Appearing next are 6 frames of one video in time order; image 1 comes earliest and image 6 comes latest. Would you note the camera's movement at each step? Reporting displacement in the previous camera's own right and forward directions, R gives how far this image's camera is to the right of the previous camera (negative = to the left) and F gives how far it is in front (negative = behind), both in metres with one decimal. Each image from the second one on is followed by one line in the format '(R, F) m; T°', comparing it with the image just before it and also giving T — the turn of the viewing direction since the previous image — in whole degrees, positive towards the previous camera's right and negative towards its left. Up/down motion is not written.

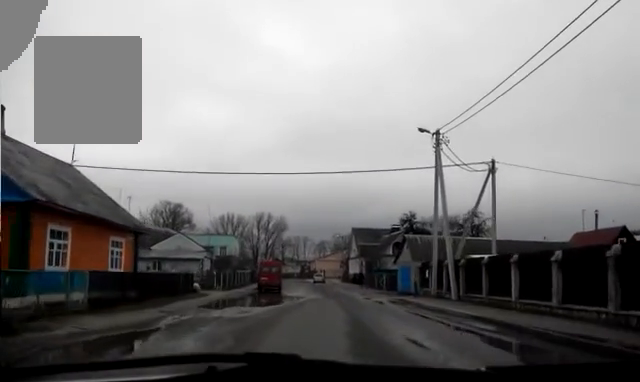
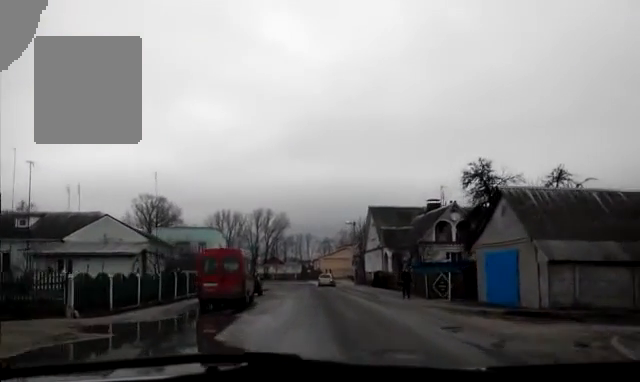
(+0.1, +21.2) m; +1°
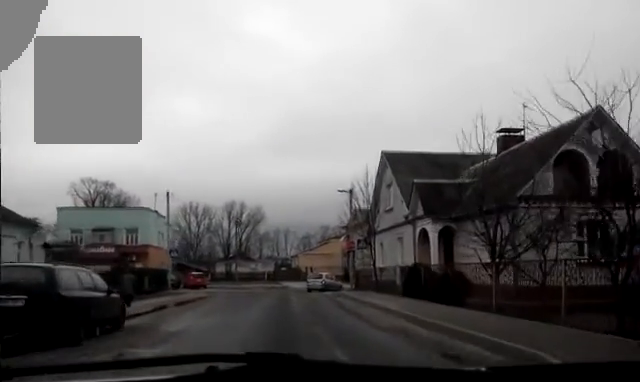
(+0.2, +21.2) m; +1°
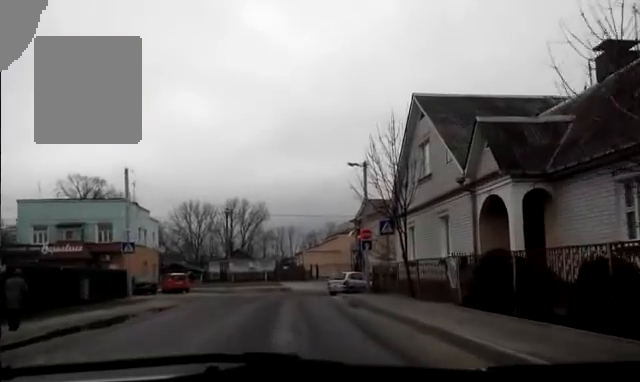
(0.0, +8.5) m; 0°
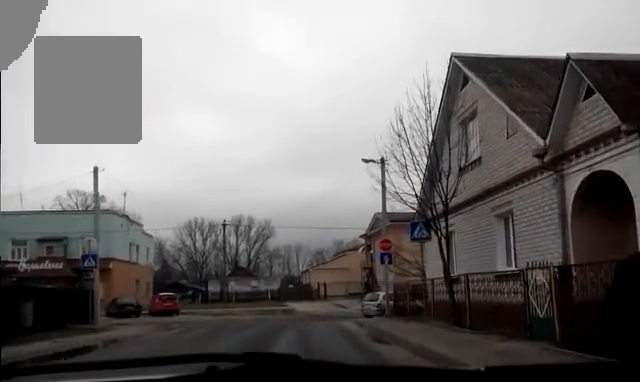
(0.0, +5.5) m; 0°
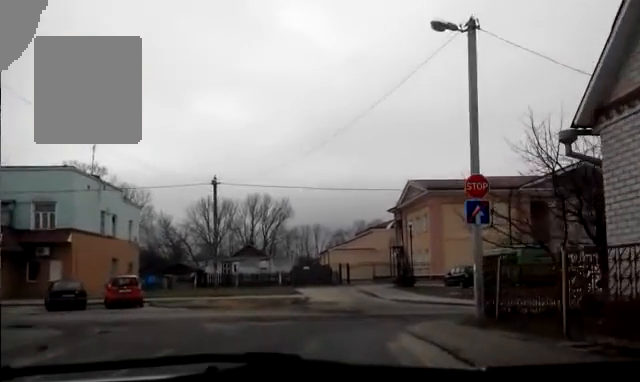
(0.0, +12.0) m; 0°
